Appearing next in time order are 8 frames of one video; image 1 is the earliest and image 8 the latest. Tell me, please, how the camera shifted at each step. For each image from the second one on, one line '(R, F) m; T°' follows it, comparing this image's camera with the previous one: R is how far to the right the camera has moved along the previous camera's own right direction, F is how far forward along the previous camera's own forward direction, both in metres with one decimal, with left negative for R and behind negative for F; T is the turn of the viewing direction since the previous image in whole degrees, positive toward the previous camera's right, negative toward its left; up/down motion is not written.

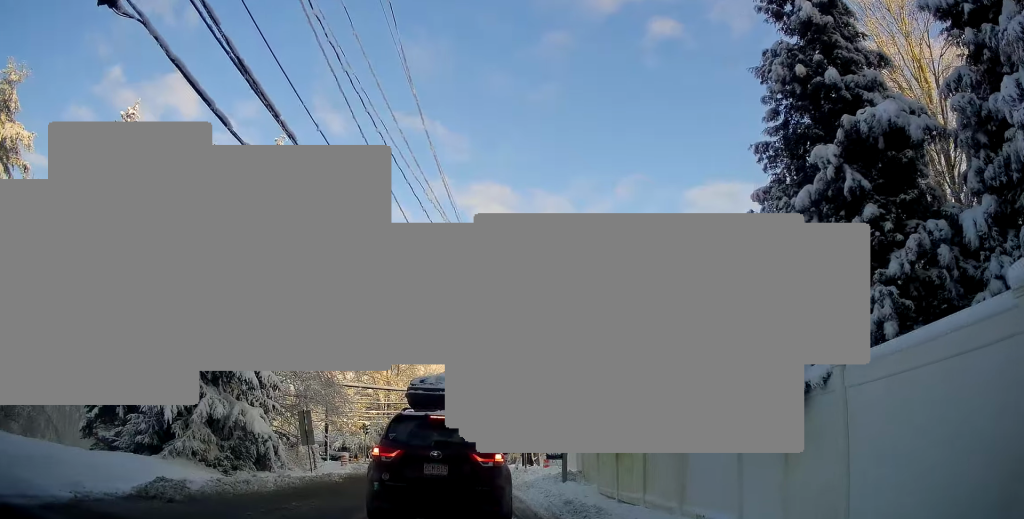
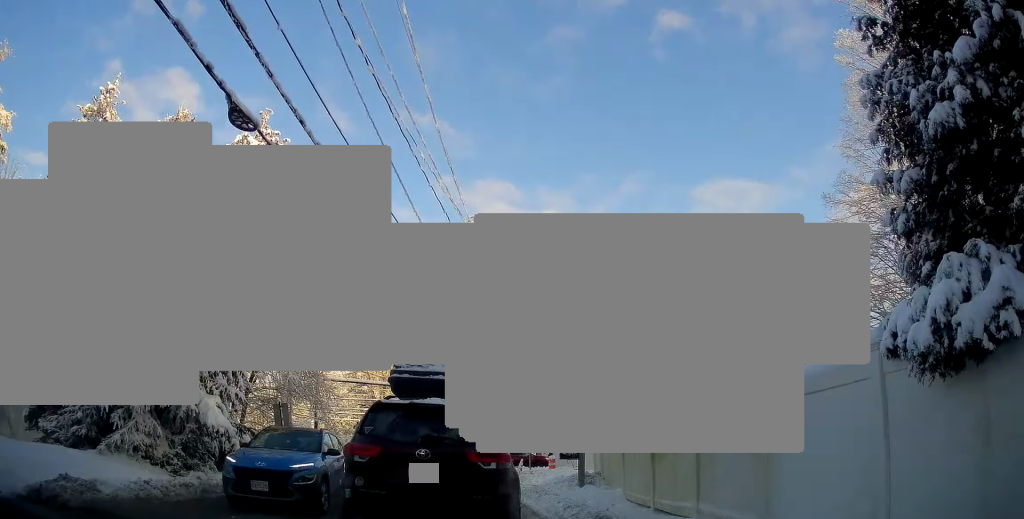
(-0.3, +3.9) m; +4°
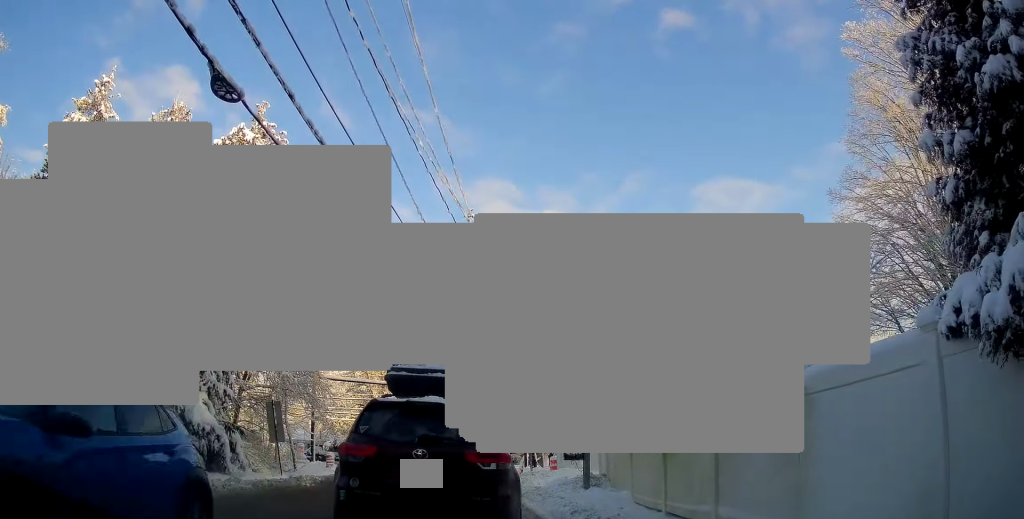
(+0.1, +1.1) m; +2°
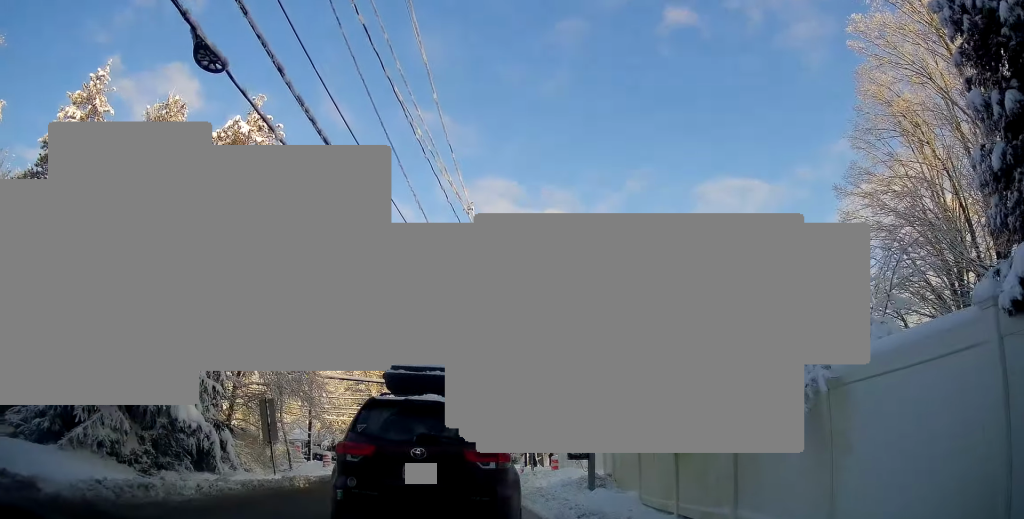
(0.0, +1.1) m; 0°
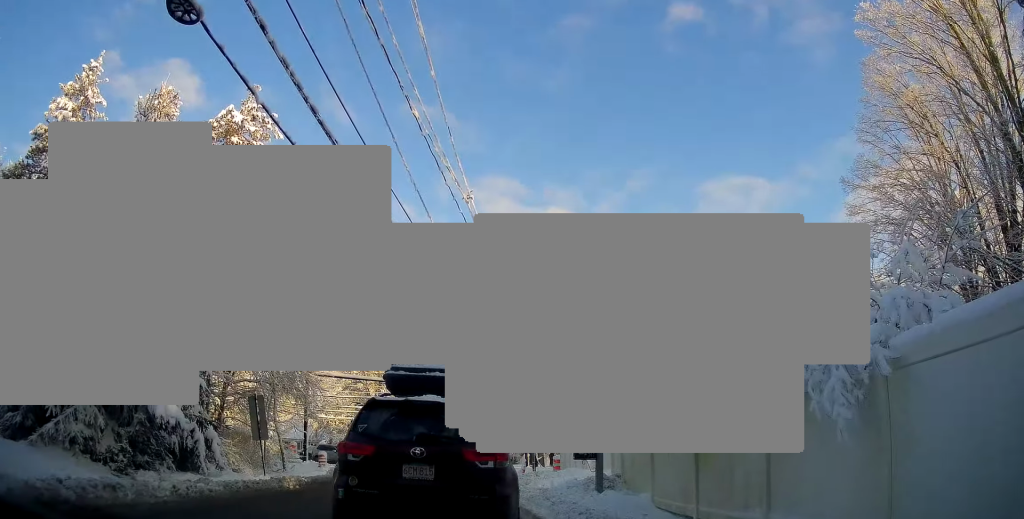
(-0.1, +1.5) m; 0°
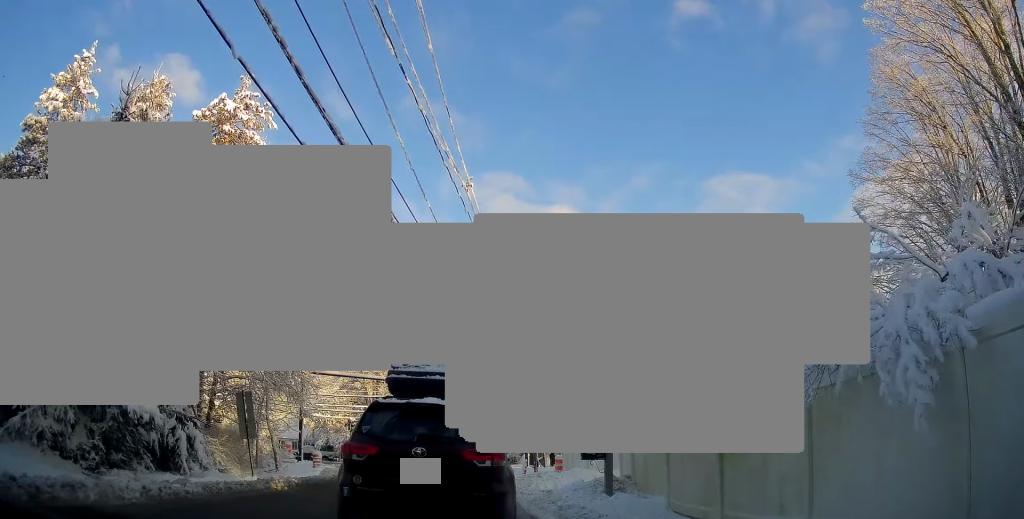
(-0.6, +1.5) m; 0°
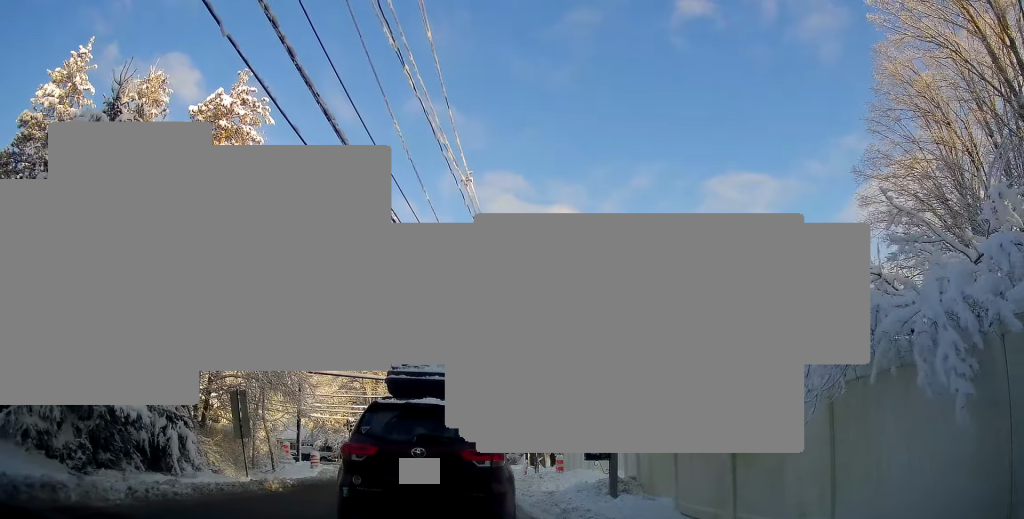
(-0.2, +0.5) m; 0°
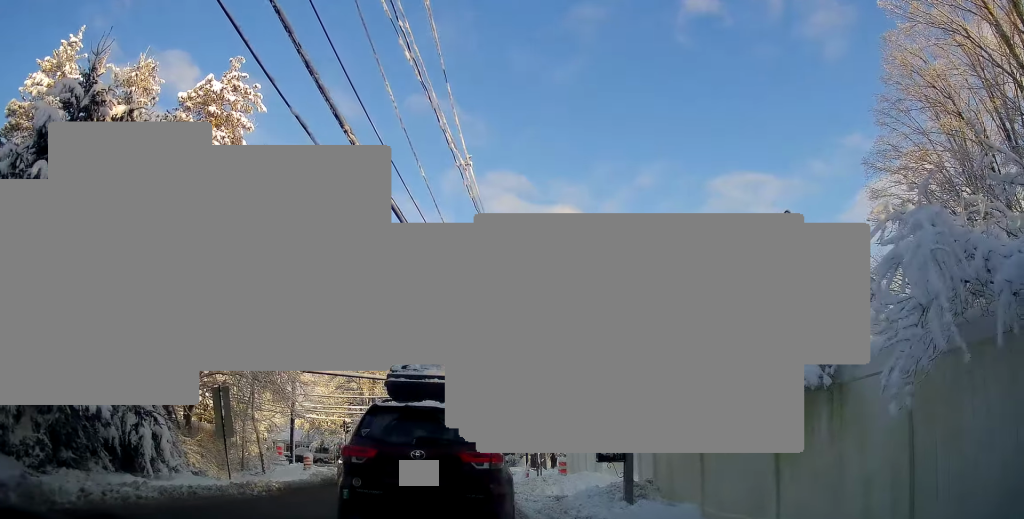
(-0.6, +1.4) m; 0°
